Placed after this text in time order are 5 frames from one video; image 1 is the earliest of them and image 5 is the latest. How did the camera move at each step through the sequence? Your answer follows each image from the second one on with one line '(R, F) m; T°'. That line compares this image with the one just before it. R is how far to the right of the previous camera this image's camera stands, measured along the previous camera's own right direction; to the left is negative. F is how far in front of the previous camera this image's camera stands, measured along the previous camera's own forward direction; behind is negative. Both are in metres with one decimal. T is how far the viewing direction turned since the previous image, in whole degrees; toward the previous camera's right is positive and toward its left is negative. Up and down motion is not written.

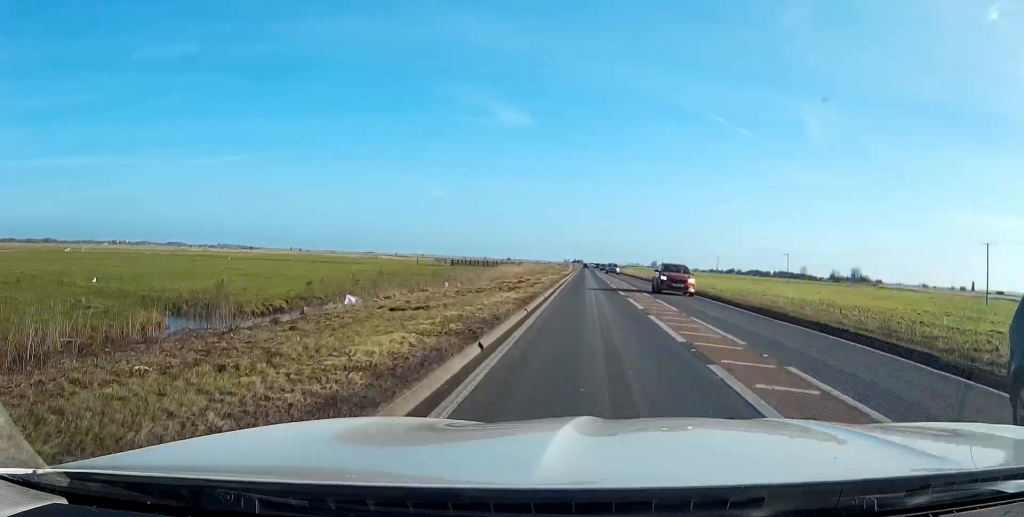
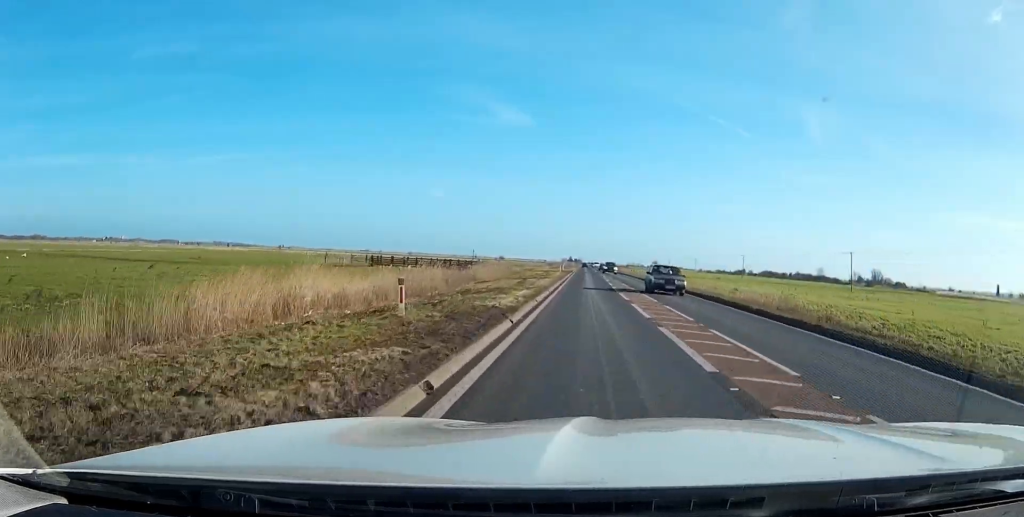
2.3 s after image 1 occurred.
(+0.1, +56.4) m; 0°
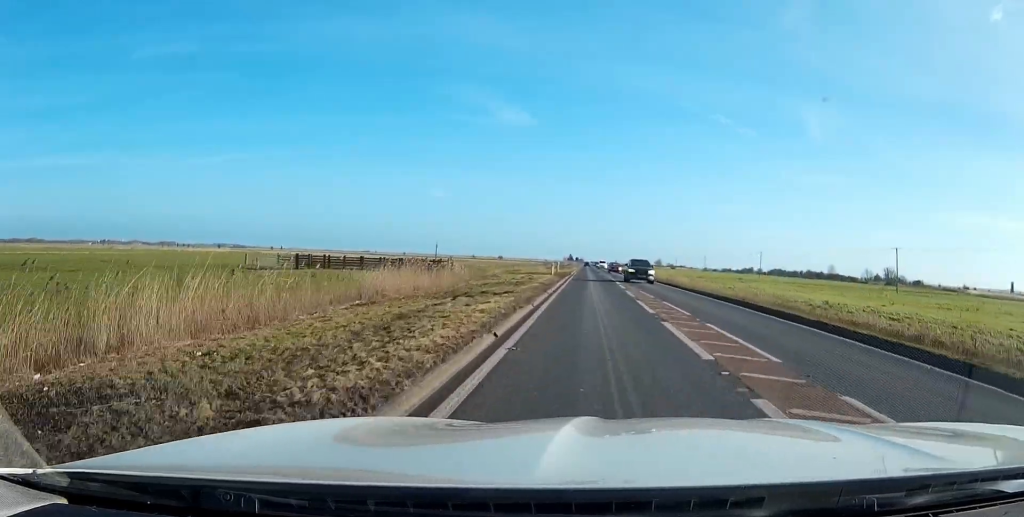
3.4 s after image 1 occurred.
(0.0, +25.9) m; 0°
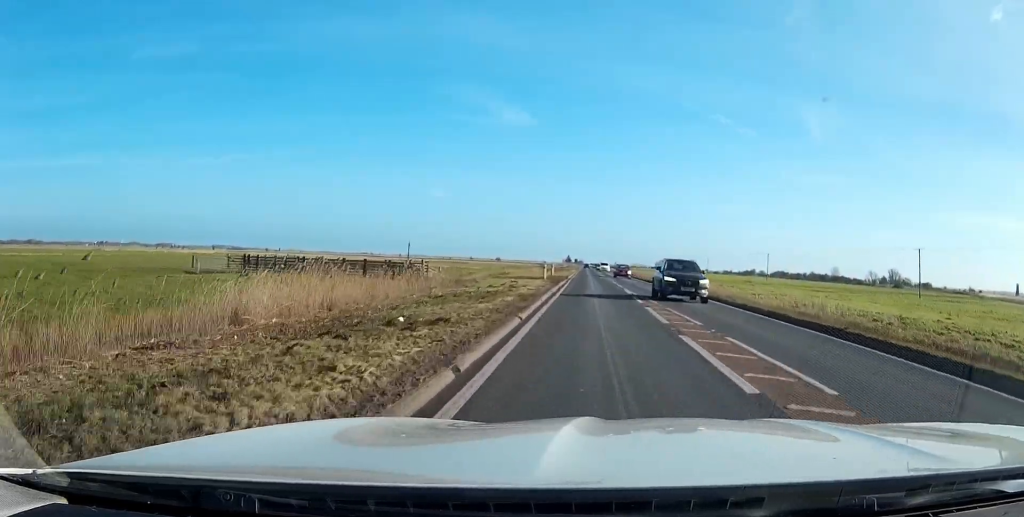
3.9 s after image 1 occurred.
(0.0, +11.3) m; 0°
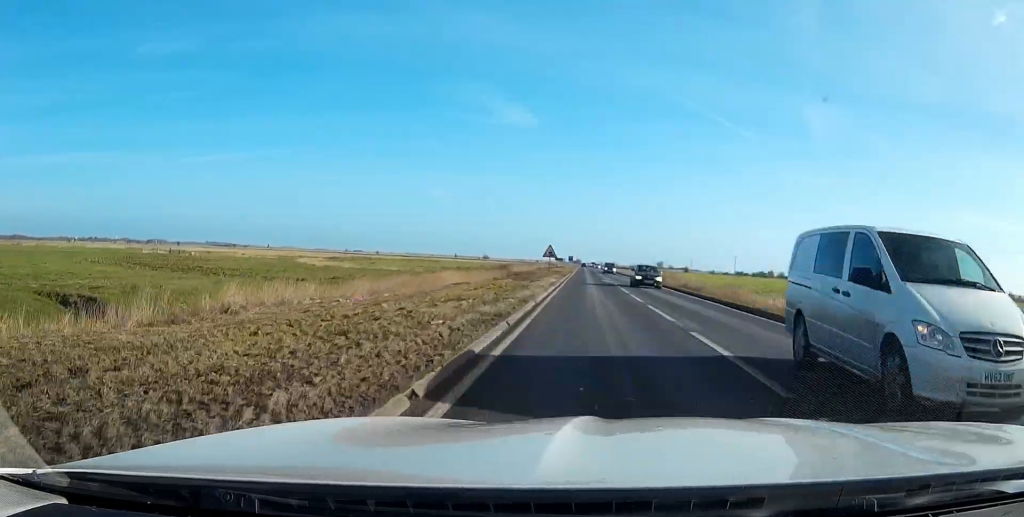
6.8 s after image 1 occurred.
(+0.2, +70.9) m; 0°
